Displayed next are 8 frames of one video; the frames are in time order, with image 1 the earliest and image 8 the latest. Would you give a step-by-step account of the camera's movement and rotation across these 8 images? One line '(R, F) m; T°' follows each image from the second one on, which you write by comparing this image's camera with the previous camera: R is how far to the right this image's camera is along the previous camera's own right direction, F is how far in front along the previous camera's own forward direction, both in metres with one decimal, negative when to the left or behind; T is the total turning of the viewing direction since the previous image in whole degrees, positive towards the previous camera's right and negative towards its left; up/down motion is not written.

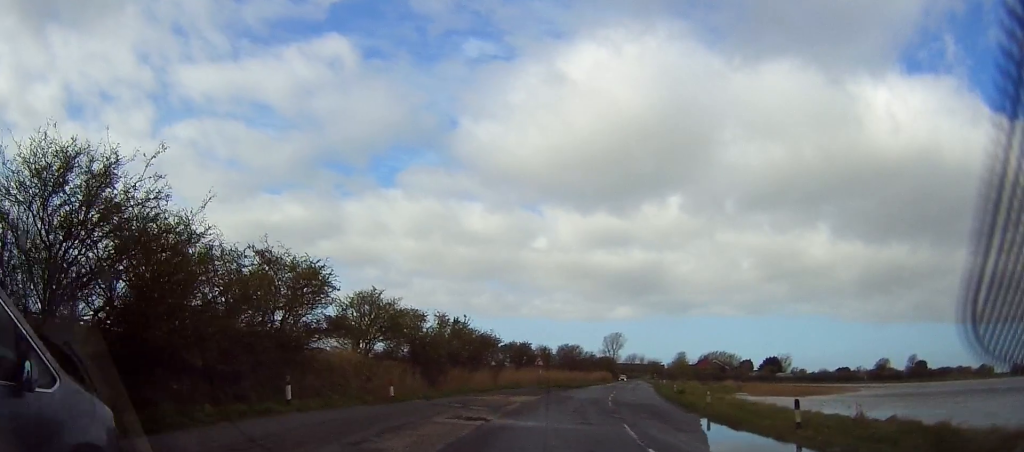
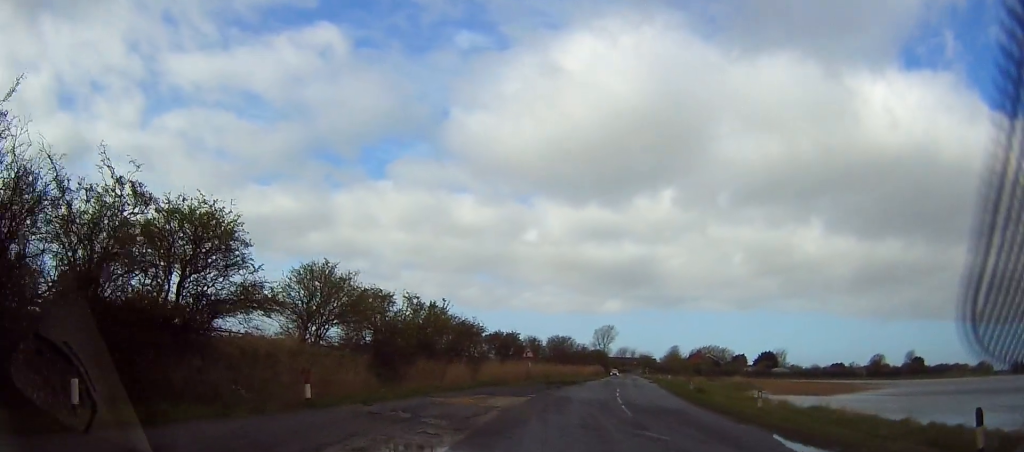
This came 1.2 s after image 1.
(-0.3, +8.3) m; +1°
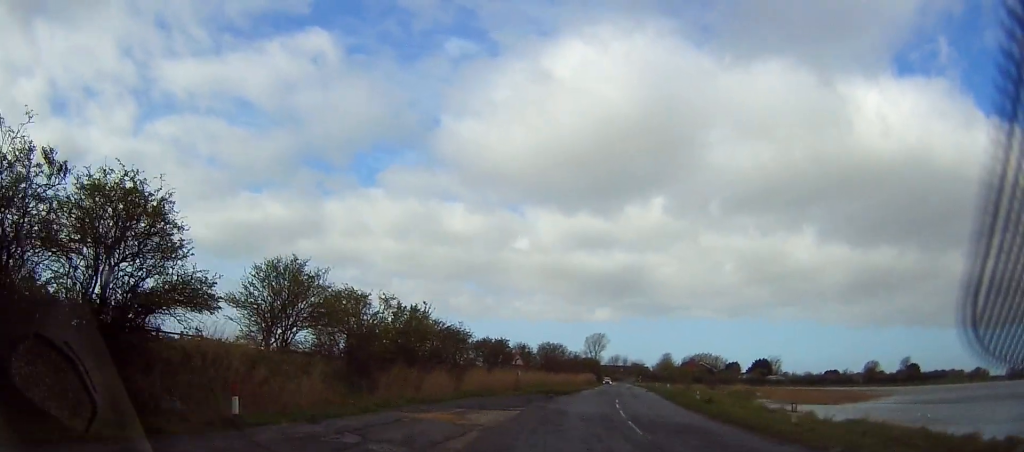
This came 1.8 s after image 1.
(+0.2, +3.8) m; +1°
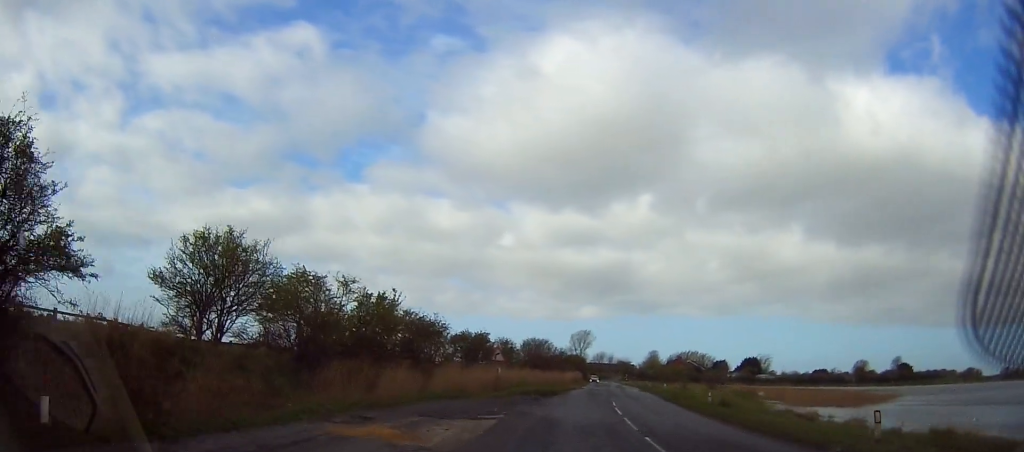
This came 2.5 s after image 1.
(0.0, +5.9) m; +1°
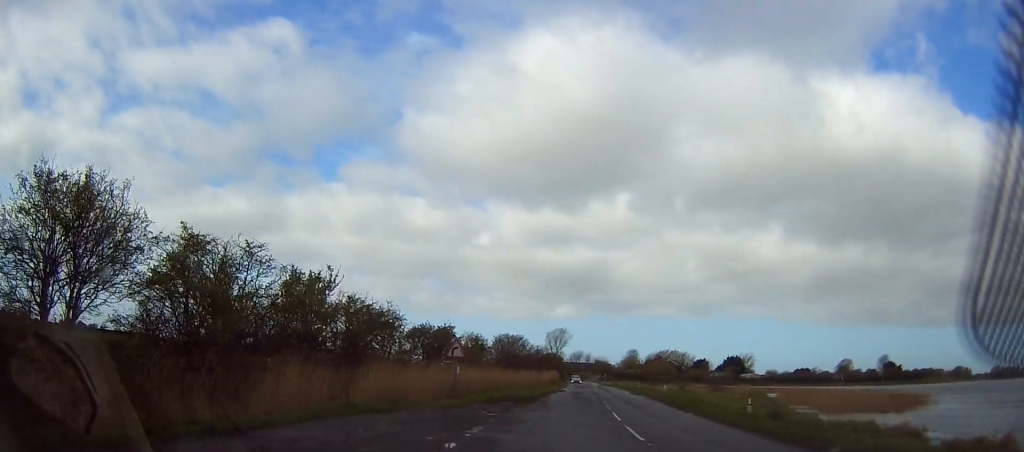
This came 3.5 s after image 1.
(+0.1, +9.0) m; +1°
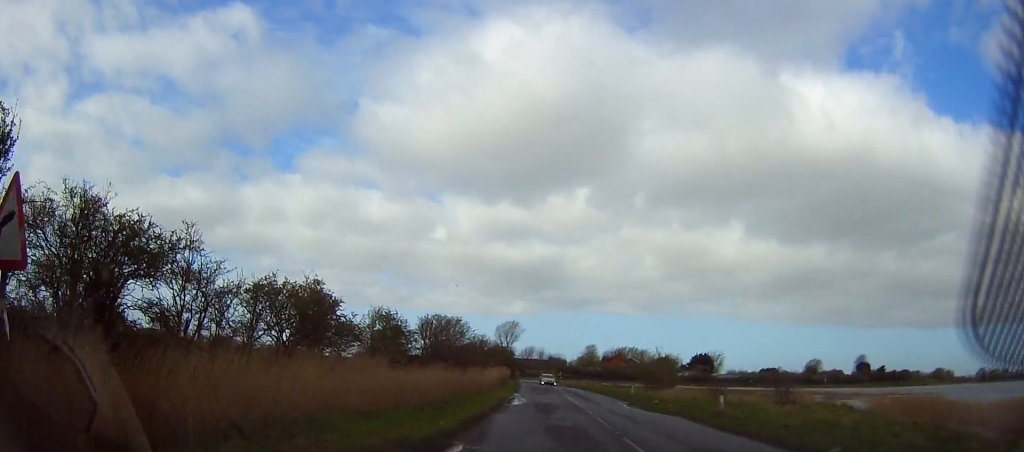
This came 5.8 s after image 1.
(+0.5, +22.0) m; +4°
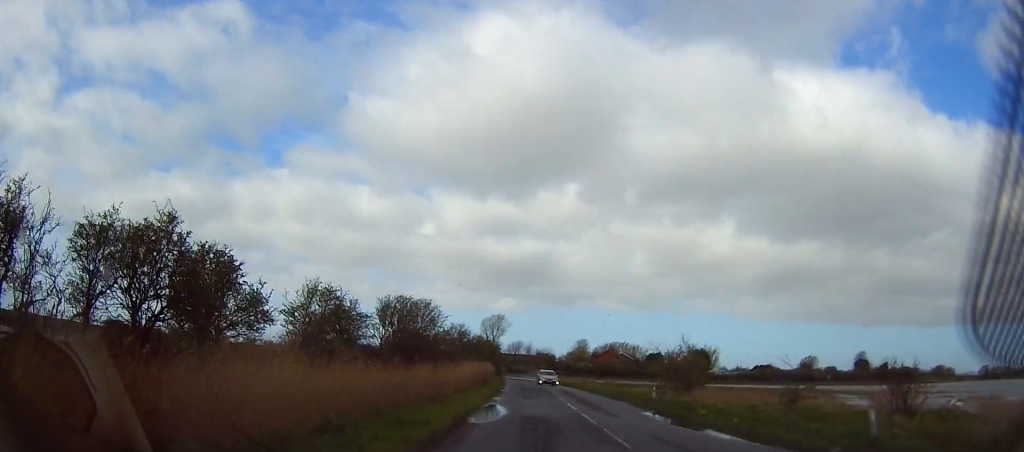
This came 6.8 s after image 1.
(+0.2, +11.1) m; +1°
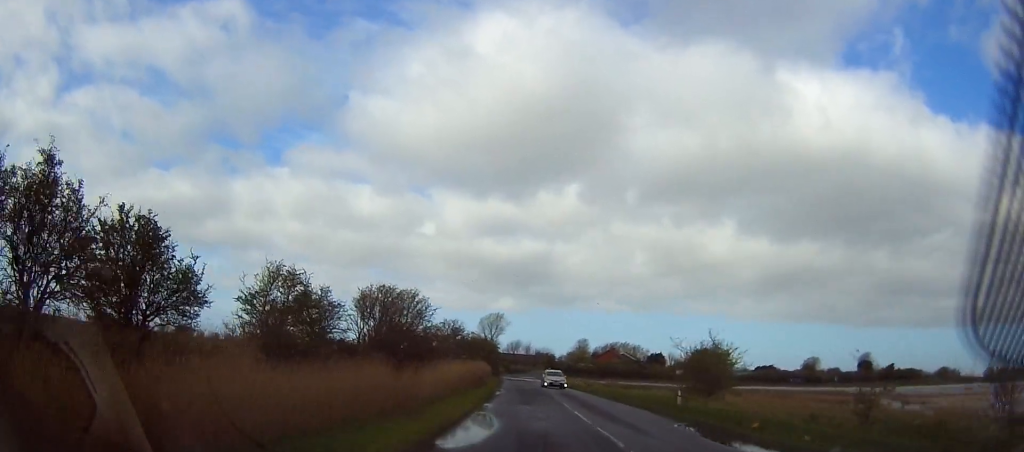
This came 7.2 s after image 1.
(0.0, +5.3) m; 0°
